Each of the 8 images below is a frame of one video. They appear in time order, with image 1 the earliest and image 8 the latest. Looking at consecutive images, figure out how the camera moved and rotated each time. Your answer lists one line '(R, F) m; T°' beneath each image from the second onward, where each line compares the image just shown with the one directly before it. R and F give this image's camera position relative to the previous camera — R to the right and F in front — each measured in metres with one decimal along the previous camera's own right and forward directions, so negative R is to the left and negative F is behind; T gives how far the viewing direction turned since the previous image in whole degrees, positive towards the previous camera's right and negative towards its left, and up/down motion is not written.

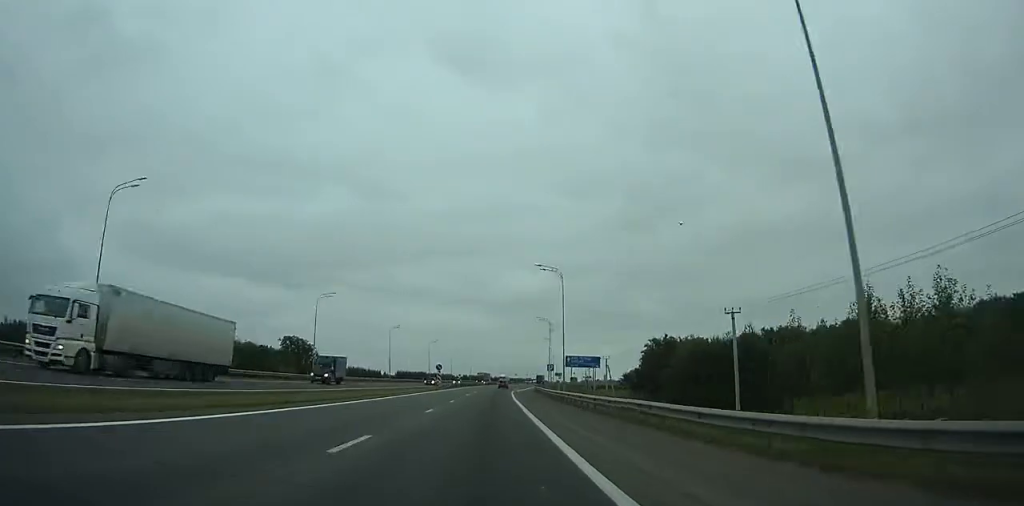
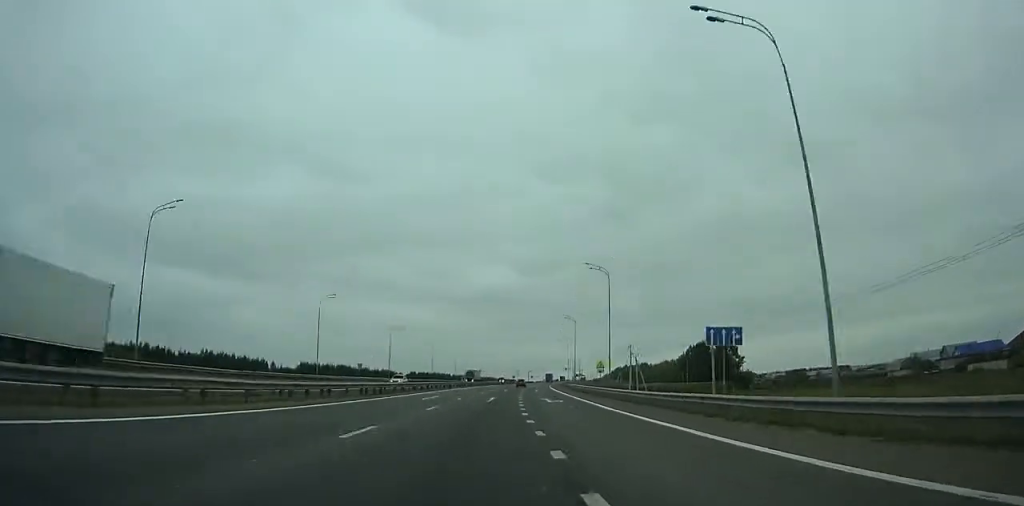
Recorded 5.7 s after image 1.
(+3.0, +128.6) m; +3°
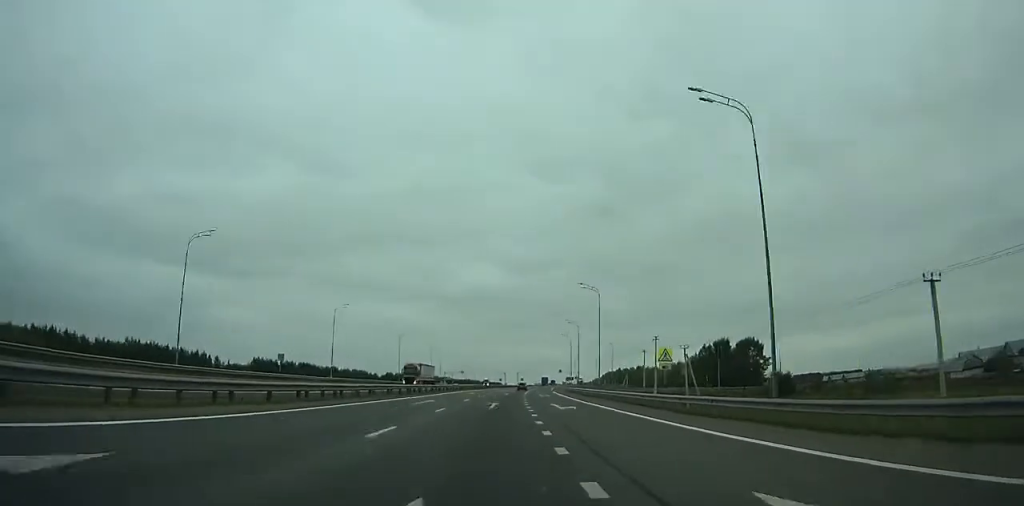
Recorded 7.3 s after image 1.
(-0.1, +35.9) m; +1°
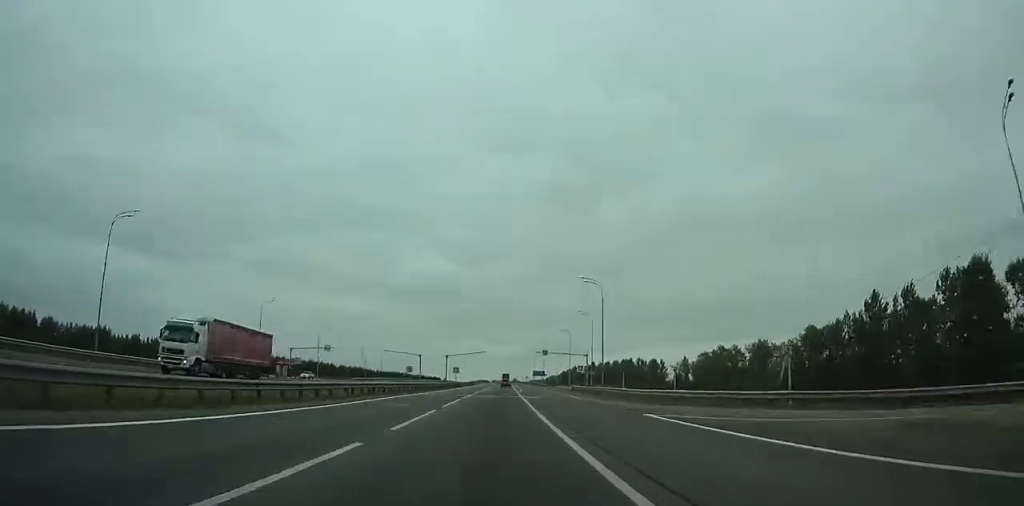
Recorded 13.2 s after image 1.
(+6.8, +134.2) m; +5°
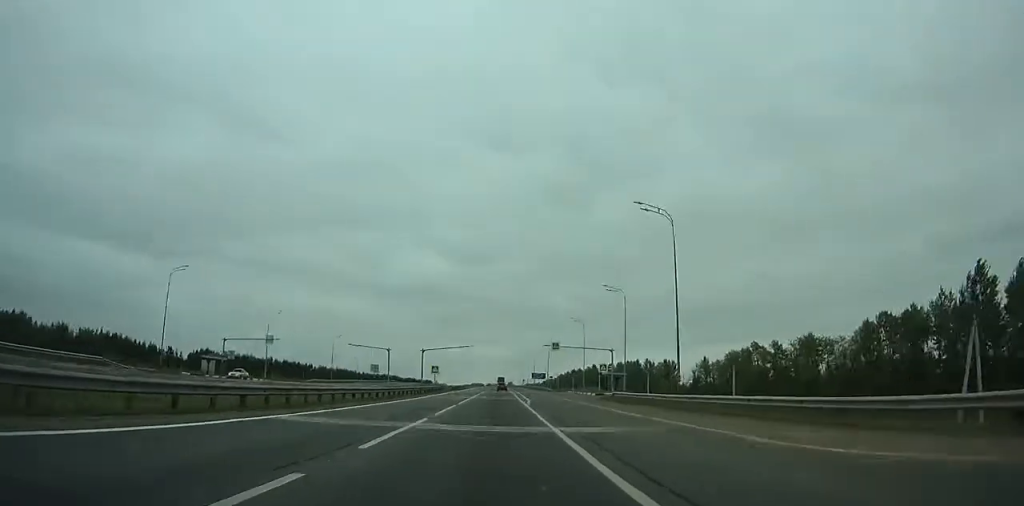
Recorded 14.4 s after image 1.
(+0.5, +28.0) m; +1°
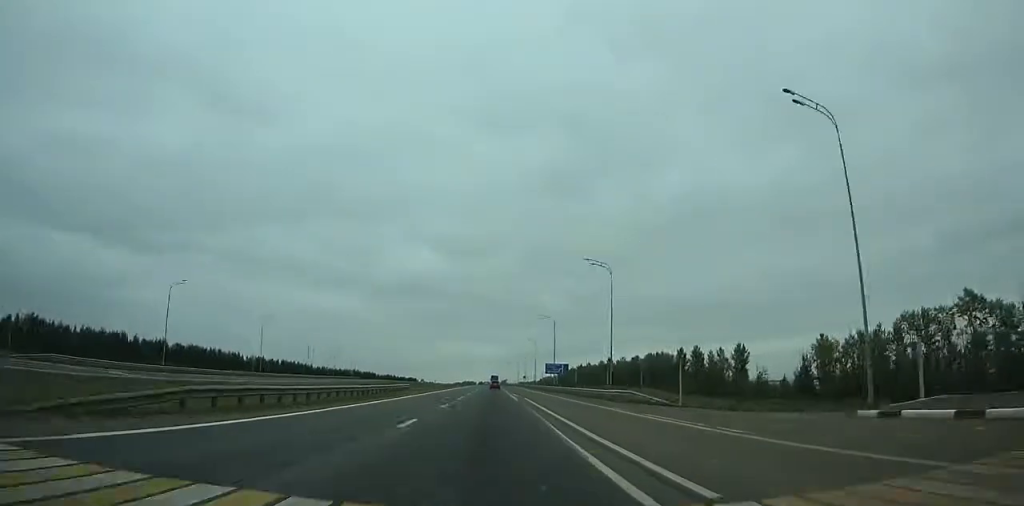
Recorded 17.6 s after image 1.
(+1.0, +75.3) m; +1°
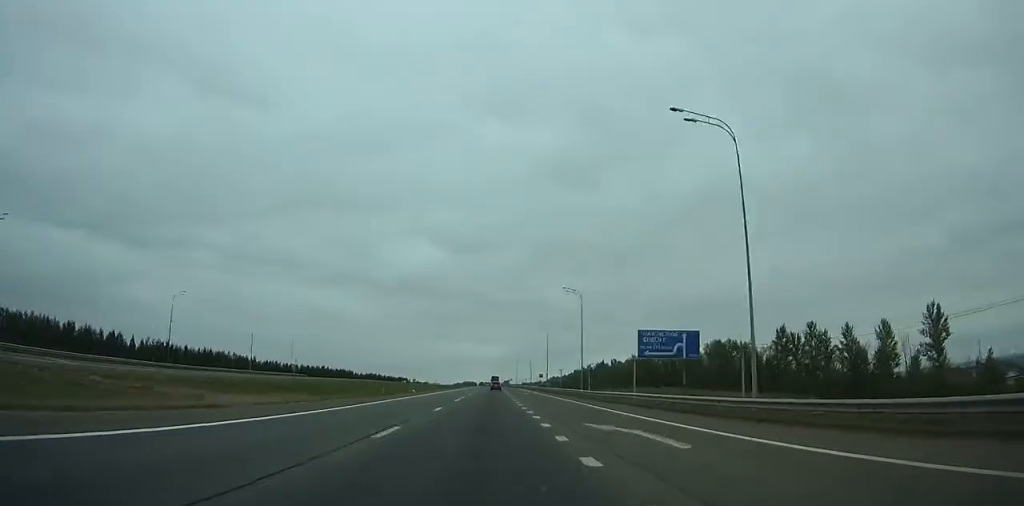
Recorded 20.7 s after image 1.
(+0.2, +73.8) m; 0°
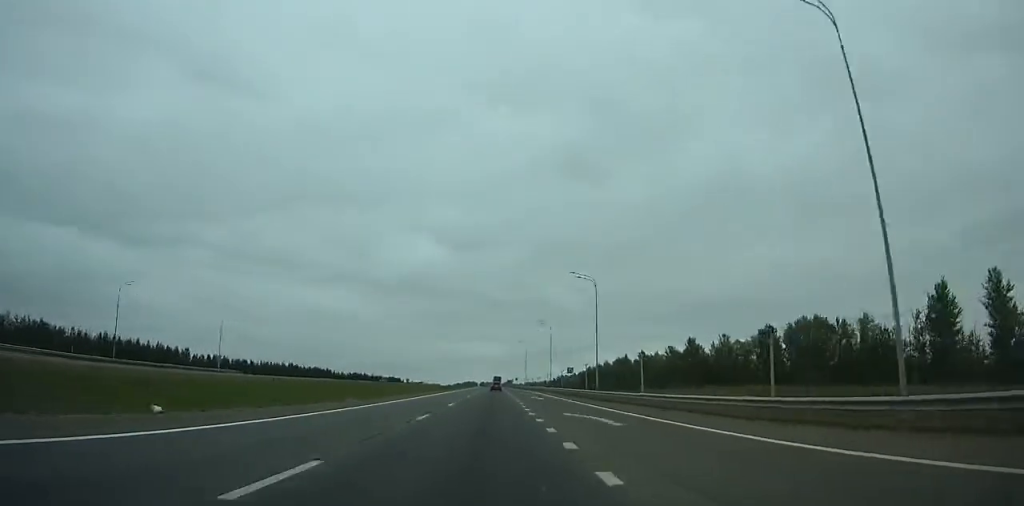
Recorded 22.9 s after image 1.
(0.0, +52.6) m; 0°
